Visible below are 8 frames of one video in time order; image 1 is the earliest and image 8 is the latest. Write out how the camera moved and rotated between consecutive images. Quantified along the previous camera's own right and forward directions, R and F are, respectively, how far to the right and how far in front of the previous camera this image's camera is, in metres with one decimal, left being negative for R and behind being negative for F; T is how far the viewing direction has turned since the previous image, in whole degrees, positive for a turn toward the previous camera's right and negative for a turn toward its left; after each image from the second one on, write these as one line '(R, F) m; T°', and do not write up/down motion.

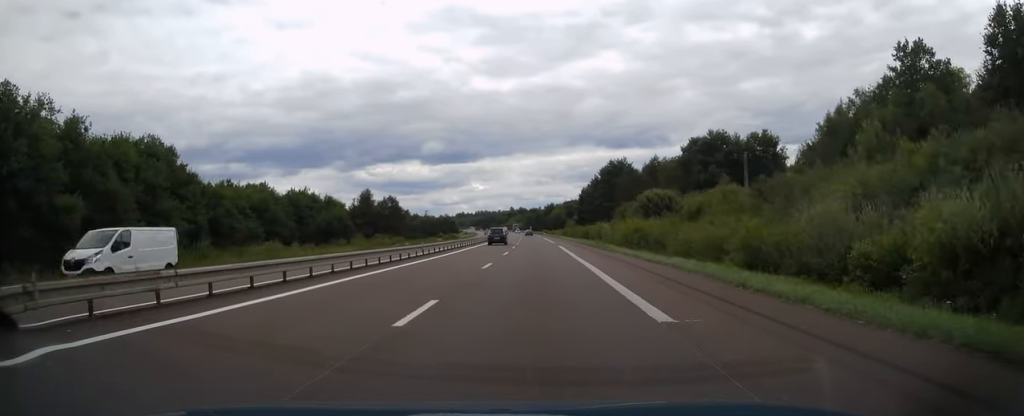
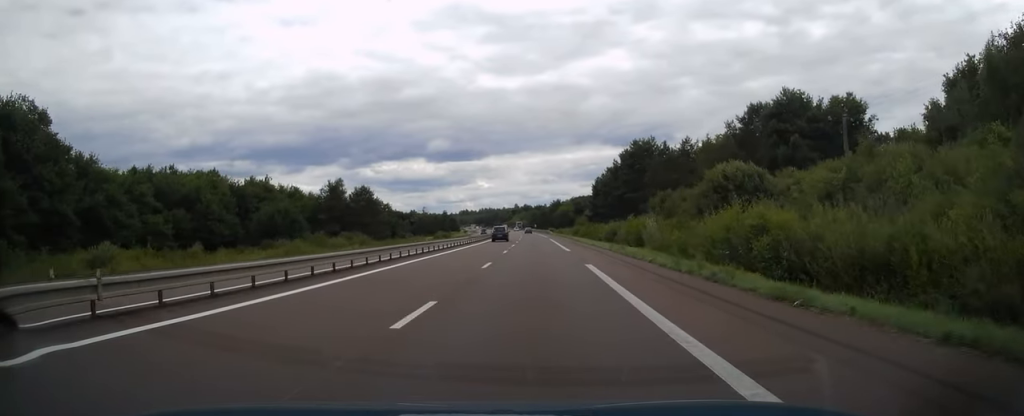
(-0.1, +26.1) m; 0°
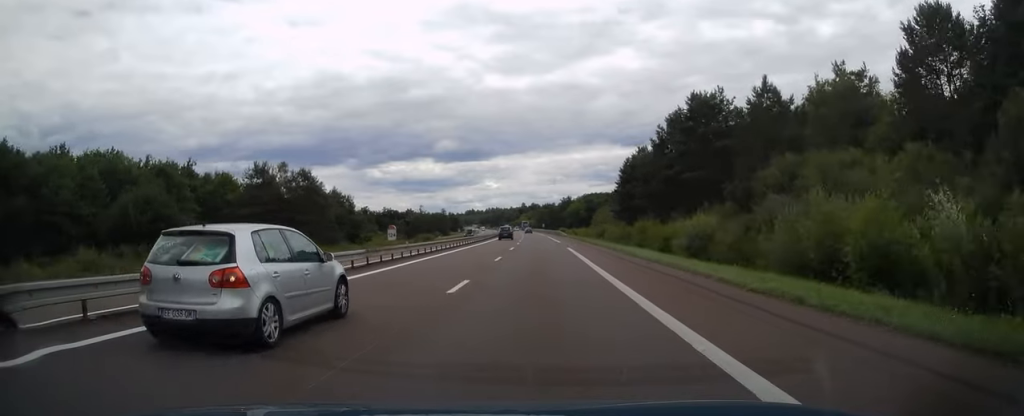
(-0.2, +34.4) m; -1°
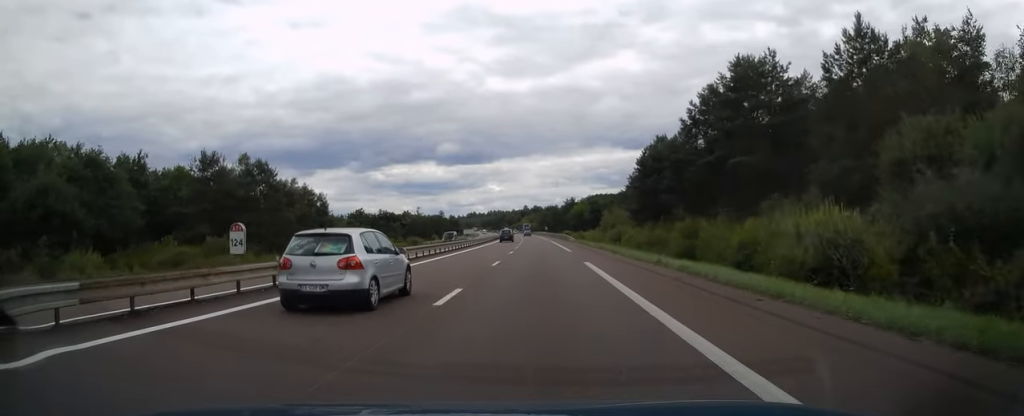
(-0.1, +14.7) m; 0°
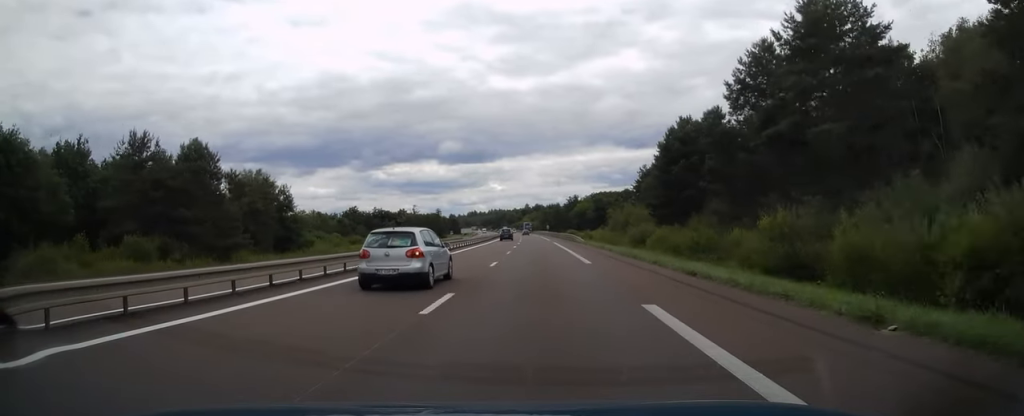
(0.0, +14.2) m; 0°
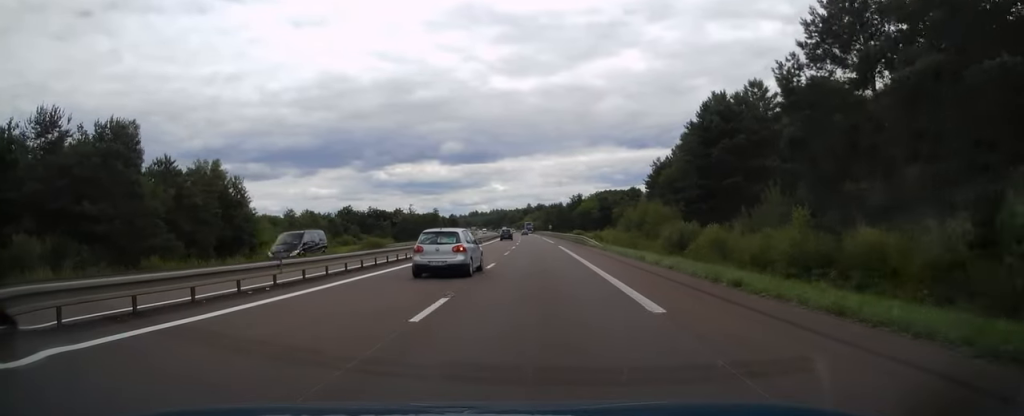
(-0.1, +13.7) m; 0°
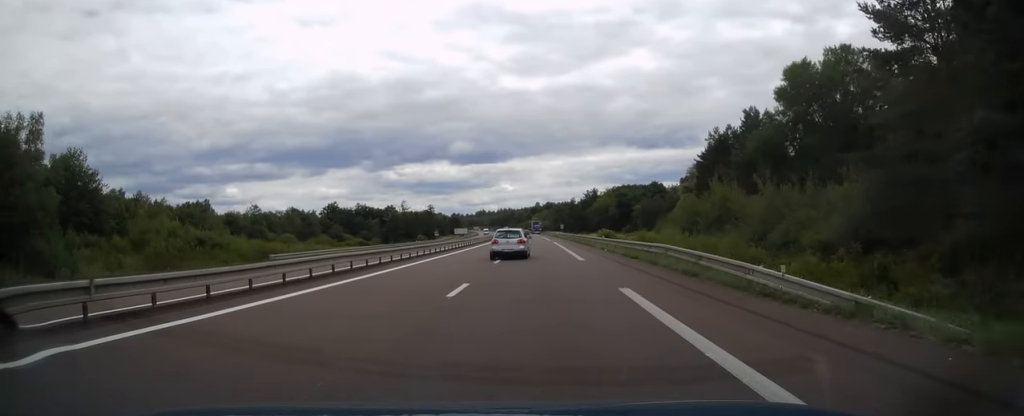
(-0.2, +35.3) m; -1°
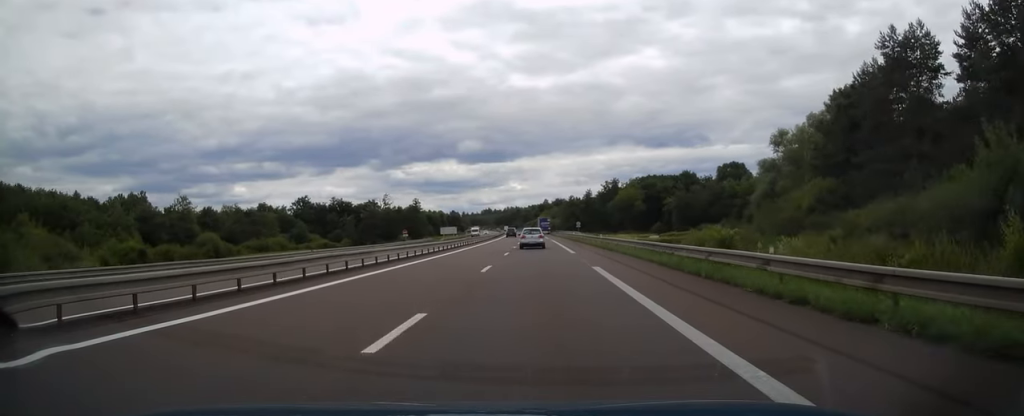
(-0.2, +44.6) m; -1°
